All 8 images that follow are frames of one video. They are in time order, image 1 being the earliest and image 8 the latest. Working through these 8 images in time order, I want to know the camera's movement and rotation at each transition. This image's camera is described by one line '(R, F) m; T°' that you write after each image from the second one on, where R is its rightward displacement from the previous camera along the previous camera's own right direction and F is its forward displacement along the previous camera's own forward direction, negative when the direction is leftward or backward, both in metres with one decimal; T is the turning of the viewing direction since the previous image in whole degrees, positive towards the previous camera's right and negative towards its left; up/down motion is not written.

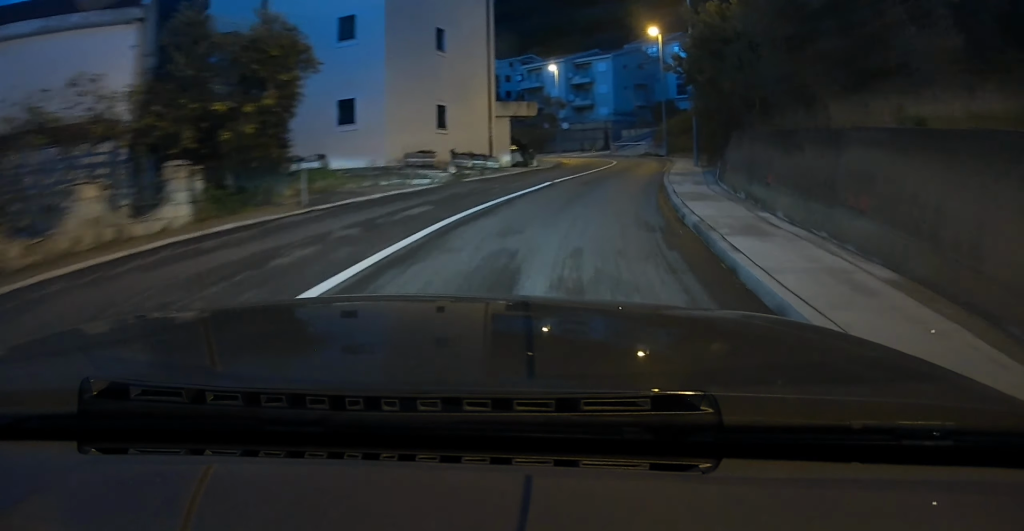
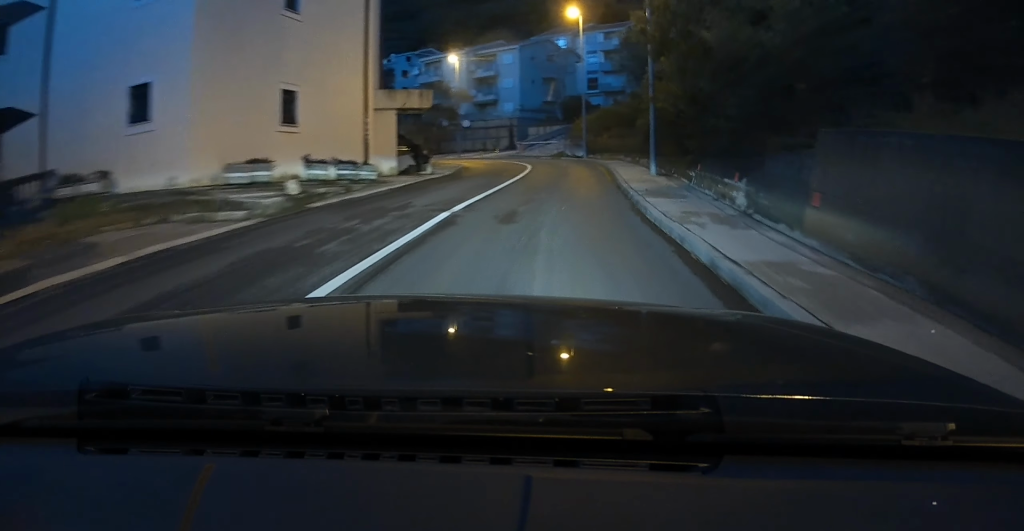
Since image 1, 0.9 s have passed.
(+0.7, +7.9) m; +8°
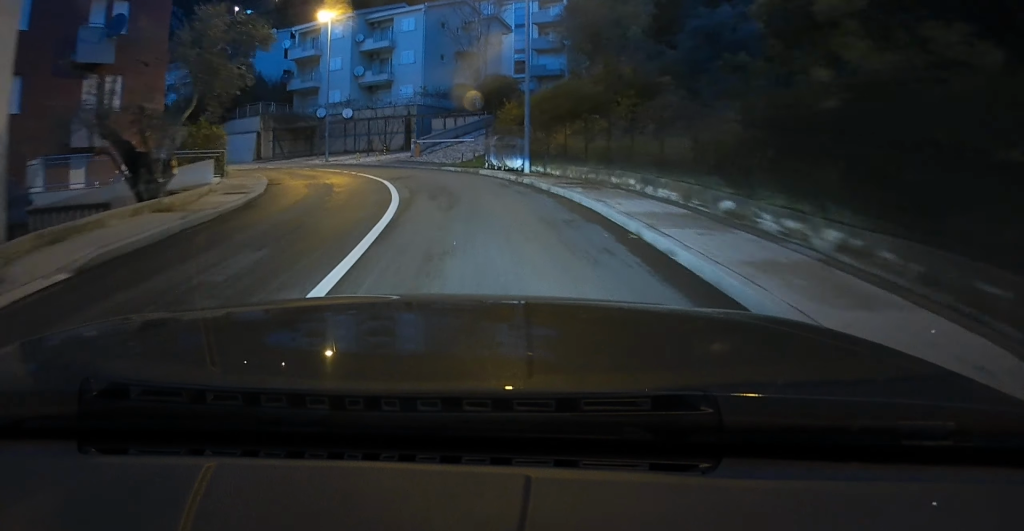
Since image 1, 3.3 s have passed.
(+3.0, +22.1) m; +10°
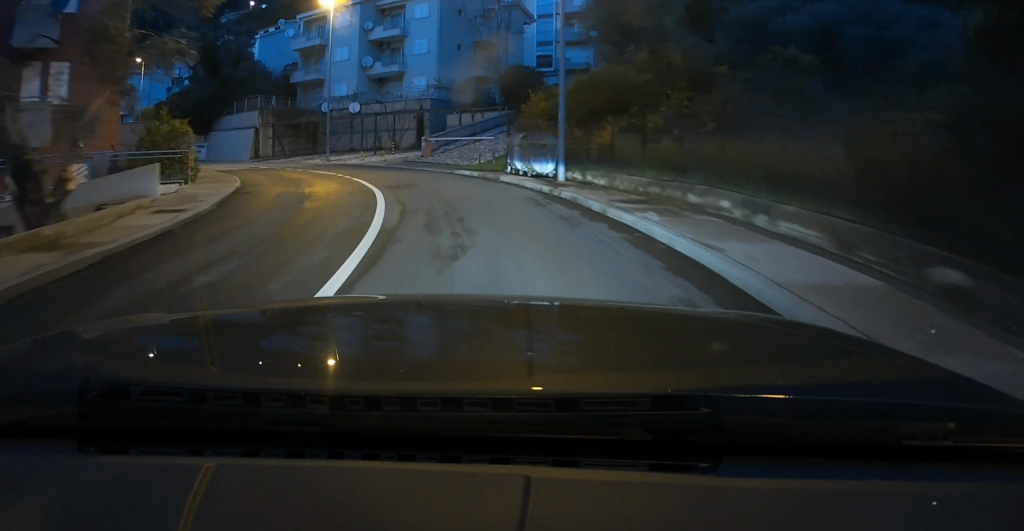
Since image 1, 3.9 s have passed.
(0.0, +5.0) m; -2°
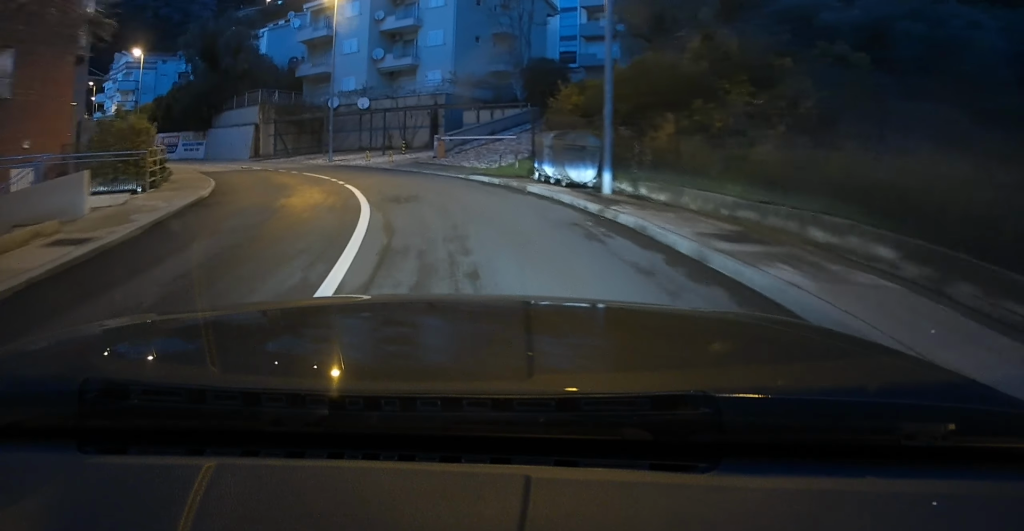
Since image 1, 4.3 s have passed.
(0.0, +4.0) m; -2°
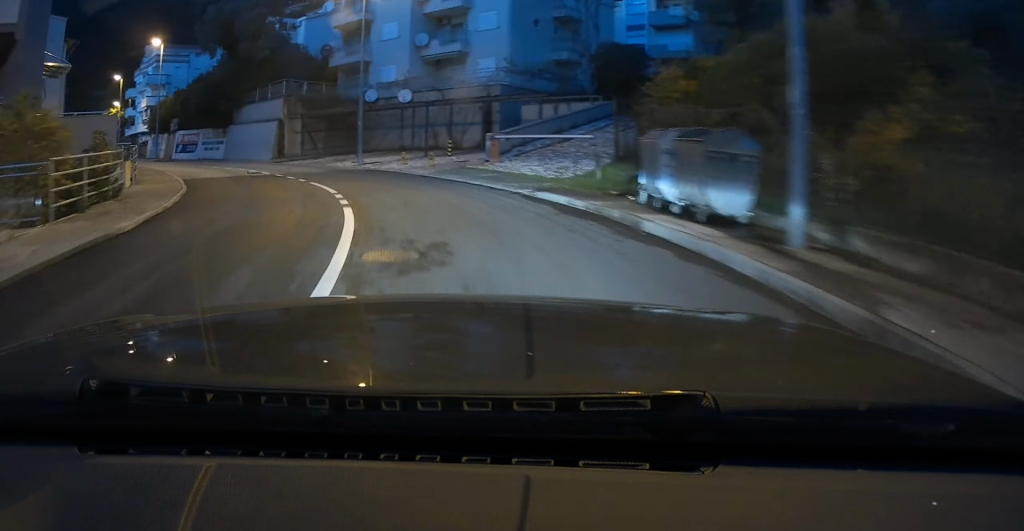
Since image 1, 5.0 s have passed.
(-0.3, +6.6) m; -5°
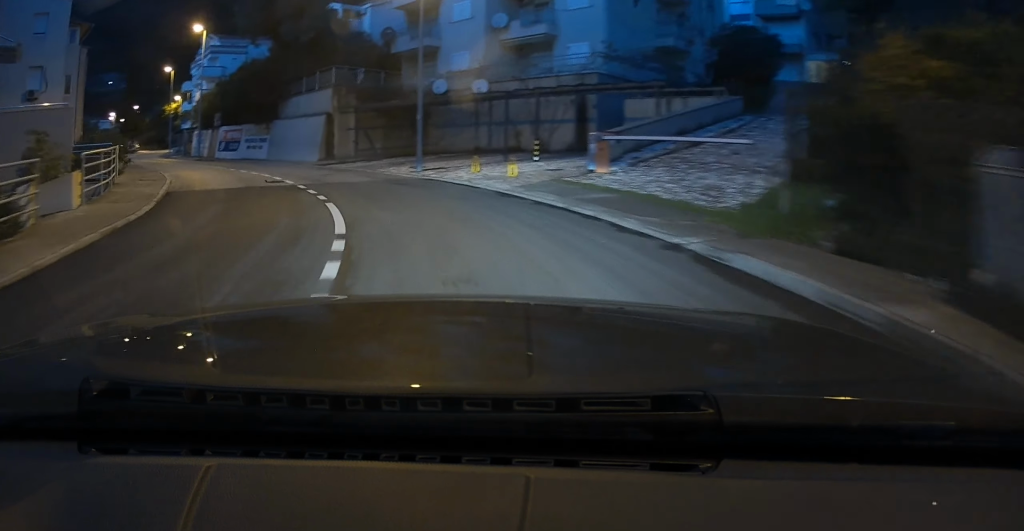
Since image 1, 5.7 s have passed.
(-0.4, +7.1) m; -7°
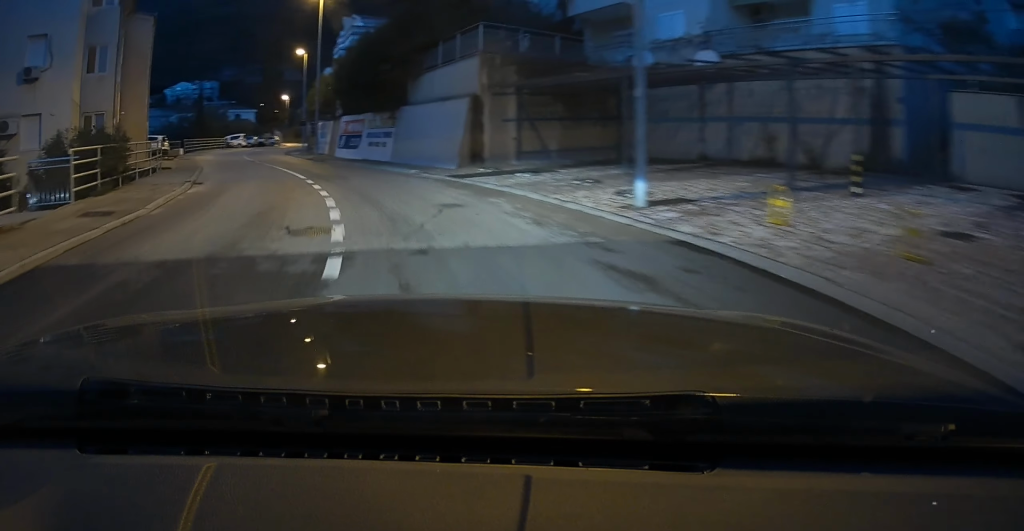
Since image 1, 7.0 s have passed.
(-1.3, +11.9) m; -15°
